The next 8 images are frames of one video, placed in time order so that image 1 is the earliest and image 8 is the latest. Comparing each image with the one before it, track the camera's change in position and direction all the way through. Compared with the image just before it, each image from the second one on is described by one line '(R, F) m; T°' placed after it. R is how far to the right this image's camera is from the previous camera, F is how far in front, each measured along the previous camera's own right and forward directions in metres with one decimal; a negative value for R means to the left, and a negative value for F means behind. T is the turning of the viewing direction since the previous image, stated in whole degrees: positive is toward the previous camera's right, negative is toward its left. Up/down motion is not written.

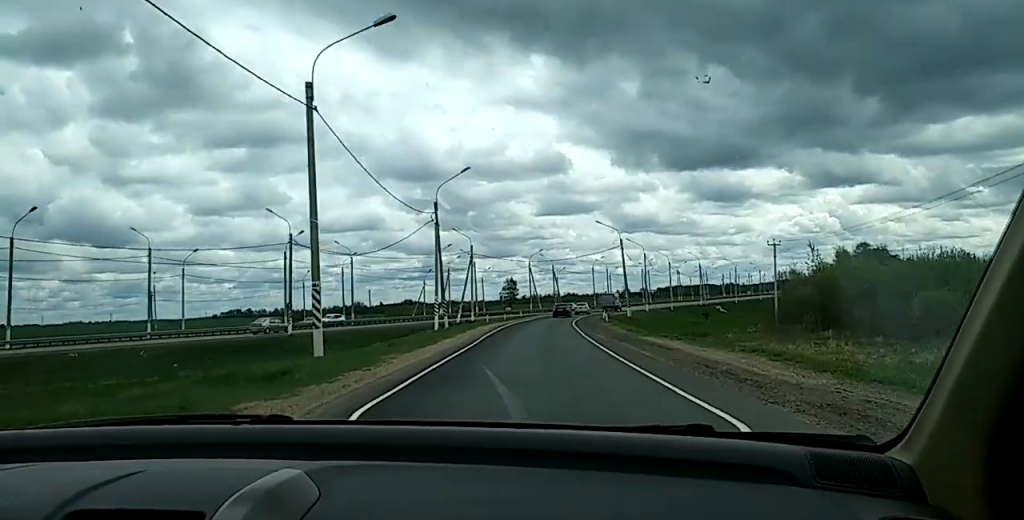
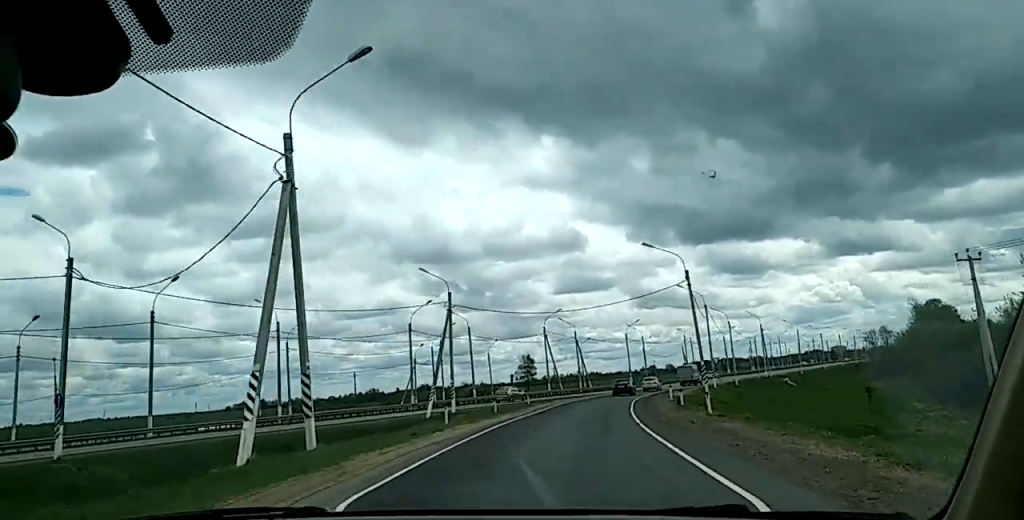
(+0.3, +33.1) m; +1°
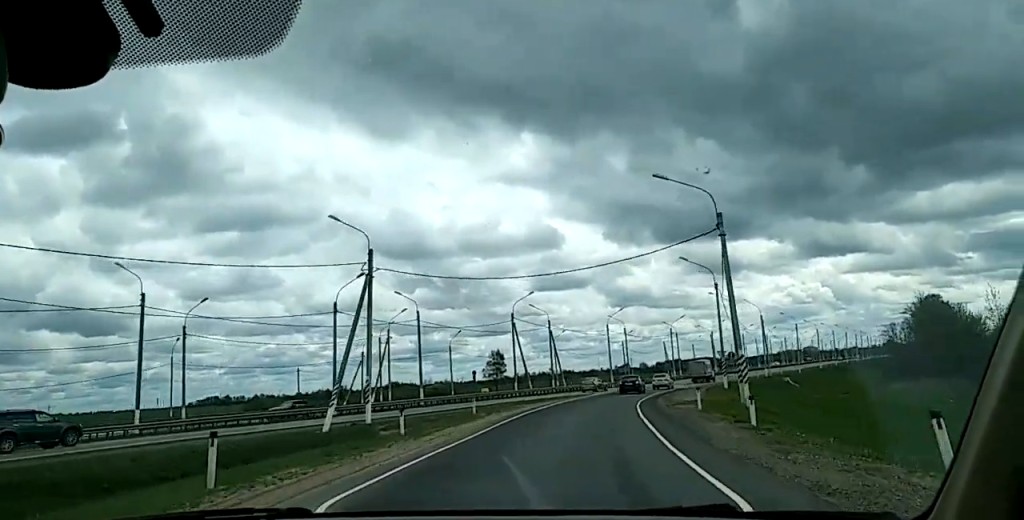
(+0.1, +18.6) m; +2°
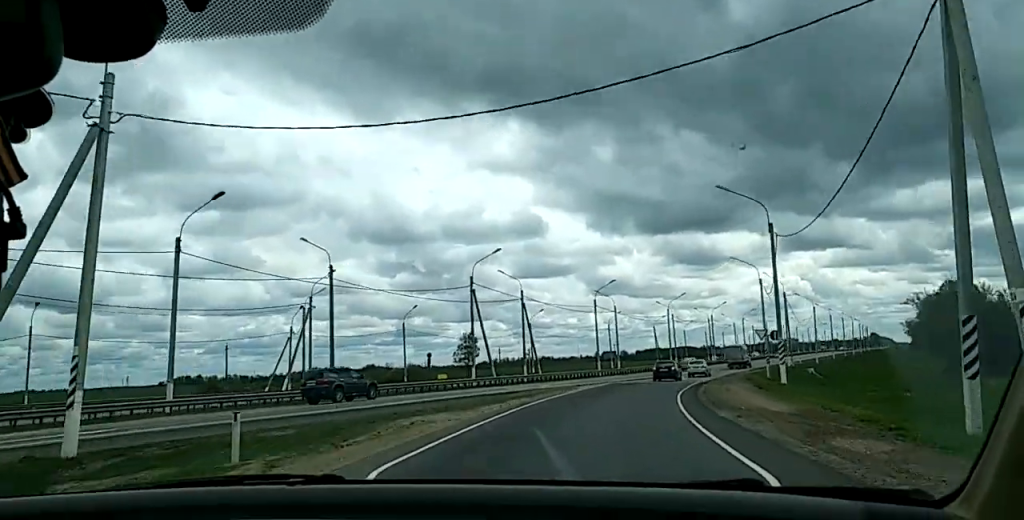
(+0.9, +23.6) m; +4°
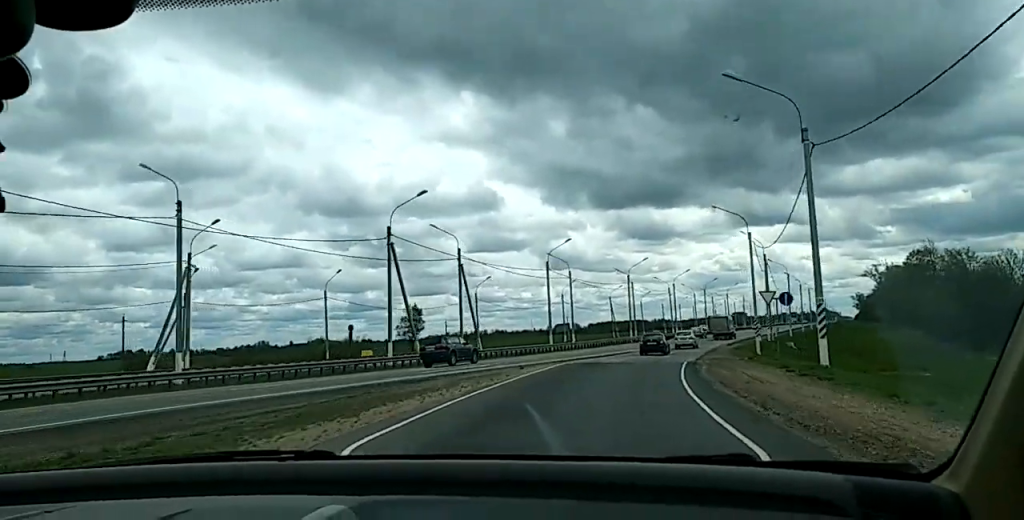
(+0.3, +14.2) m; +2°
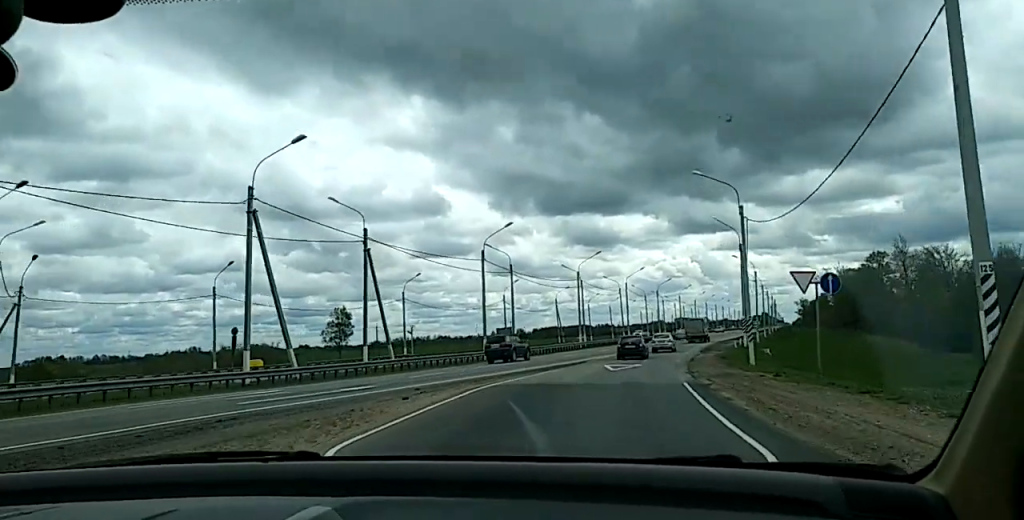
(+0.1, +13.9) m; +2°
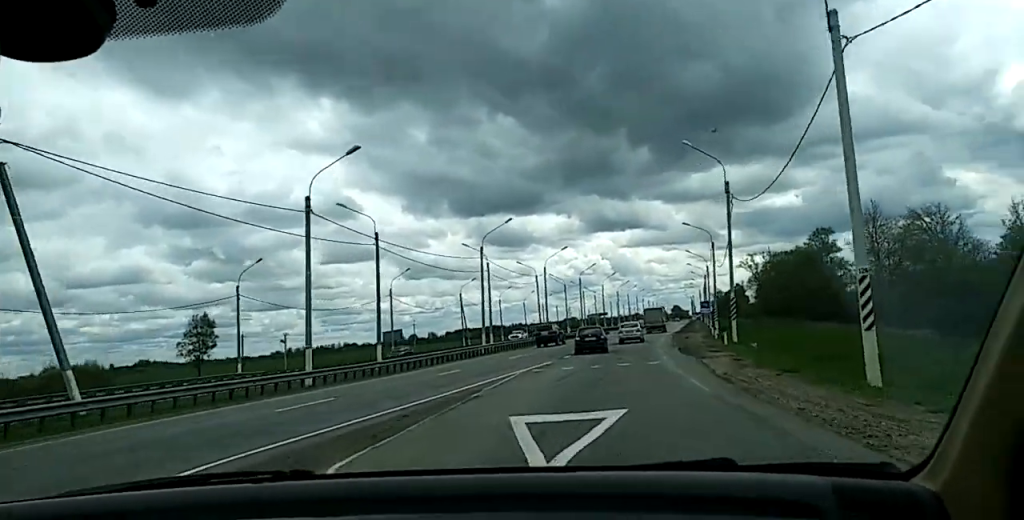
(+1.8, +26.5) m; +7°
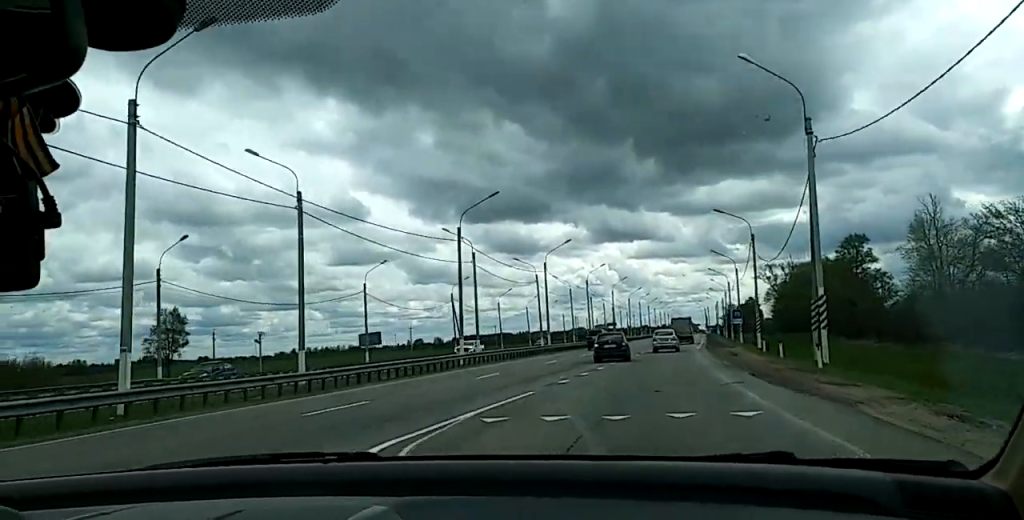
(+0.5, +15.0) m; +3°
